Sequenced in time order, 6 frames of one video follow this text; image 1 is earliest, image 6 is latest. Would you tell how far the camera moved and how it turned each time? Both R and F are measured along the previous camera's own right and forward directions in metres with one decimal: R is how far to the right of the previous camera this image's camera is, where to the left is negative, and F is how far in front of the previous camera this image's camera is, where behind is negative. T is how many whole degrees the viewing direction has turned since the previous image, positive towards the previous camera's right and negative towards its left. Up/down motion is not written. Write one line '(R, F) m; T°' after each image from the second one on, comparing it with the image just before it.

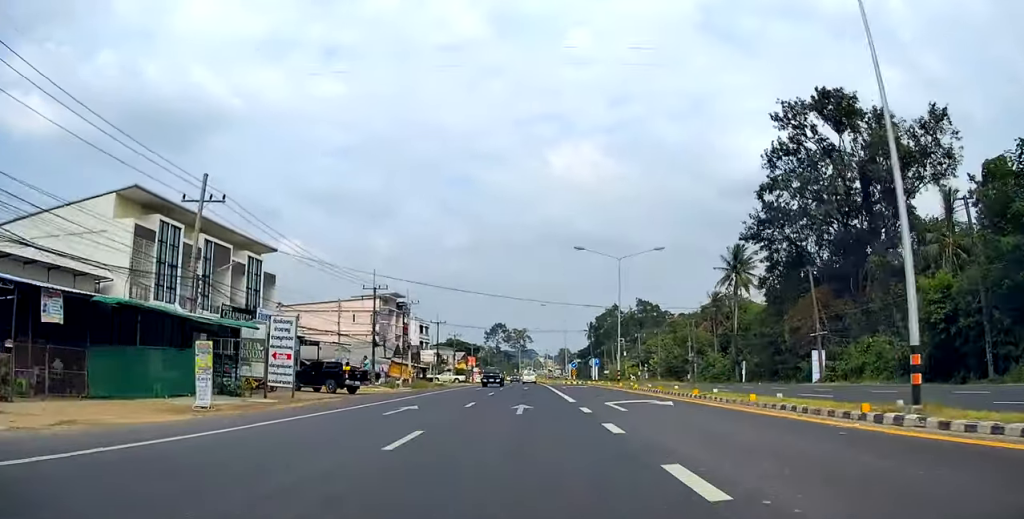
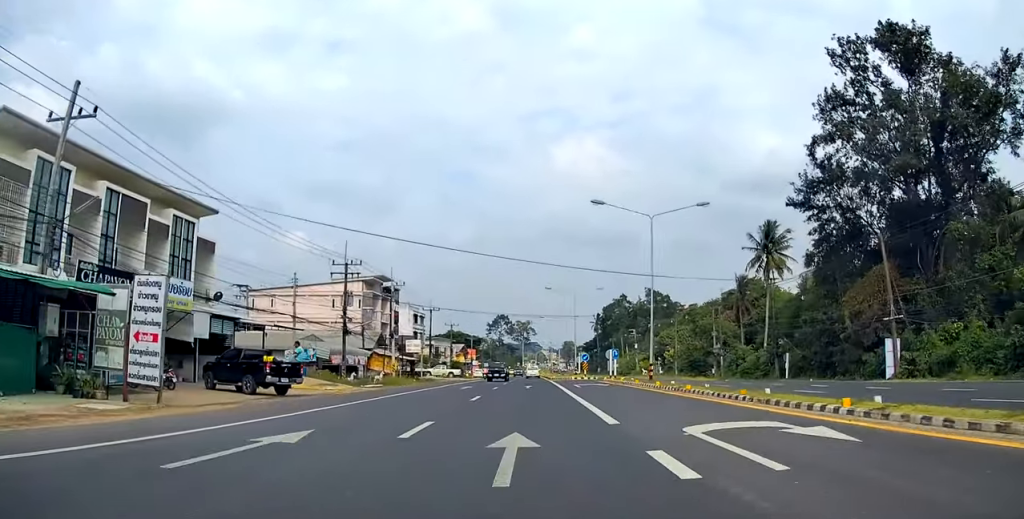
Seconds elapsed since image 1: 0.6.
(-0.1, +11.3) m; +1°
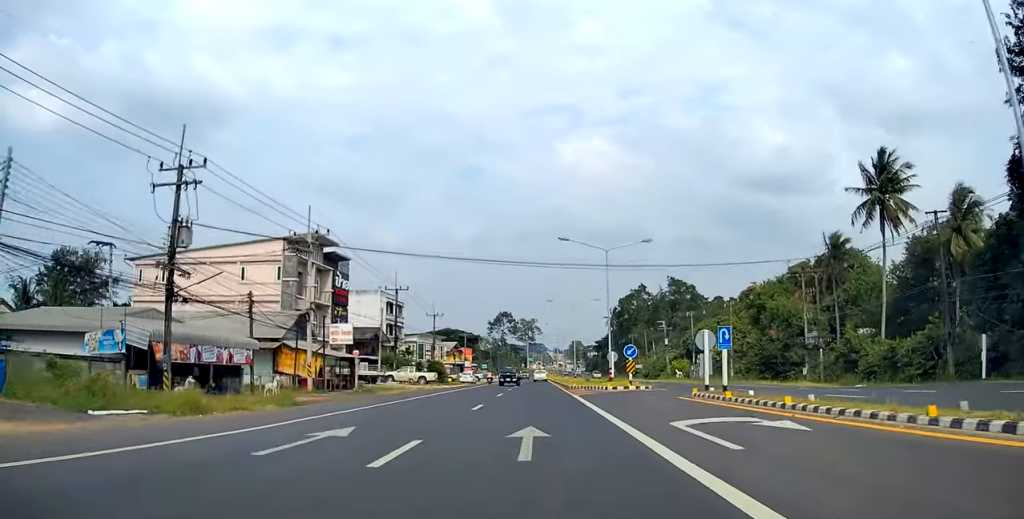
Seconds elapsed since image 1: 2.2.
(+0.2, +26.8) m; 0°
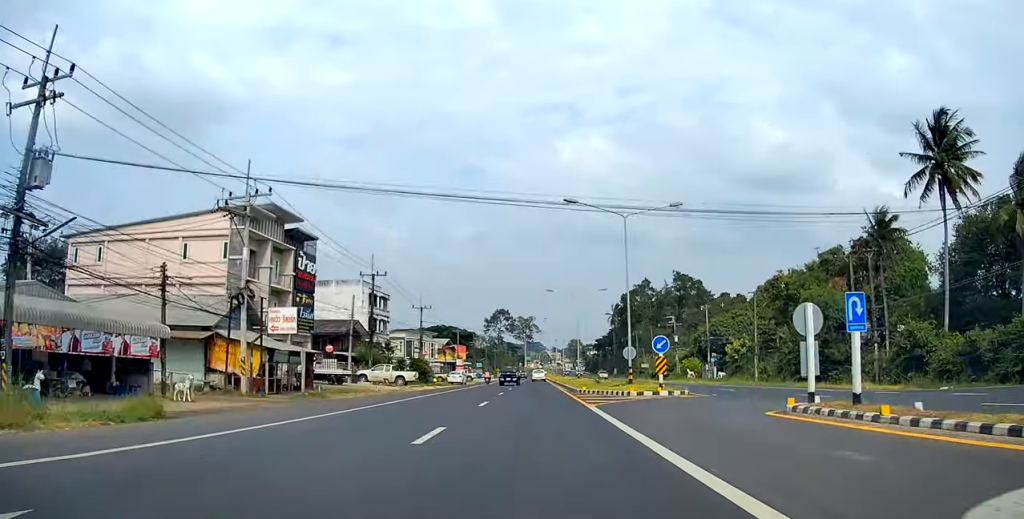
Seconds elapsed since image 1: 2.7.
(-0.1, +9.3) m; 0°
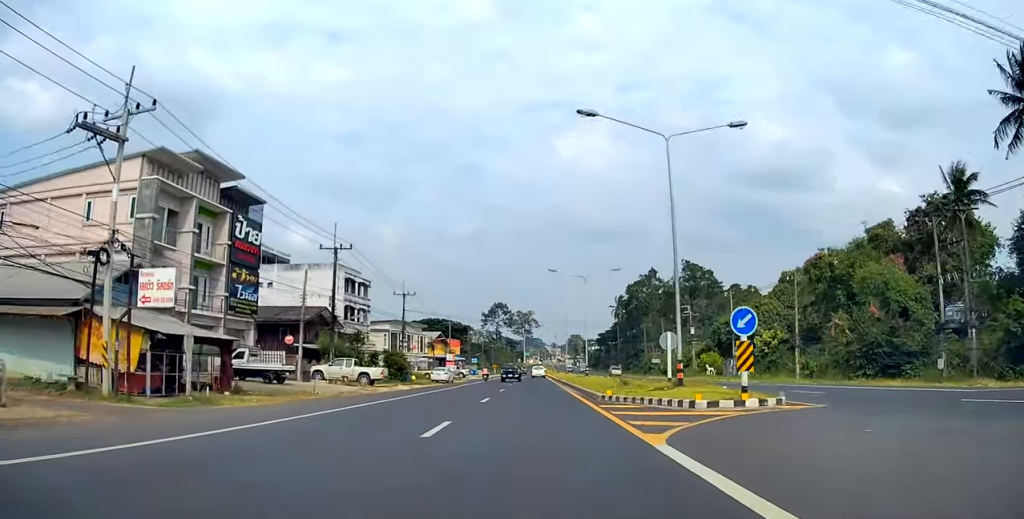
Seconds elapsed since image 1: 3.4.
(0.0, +11.1) m; 0°
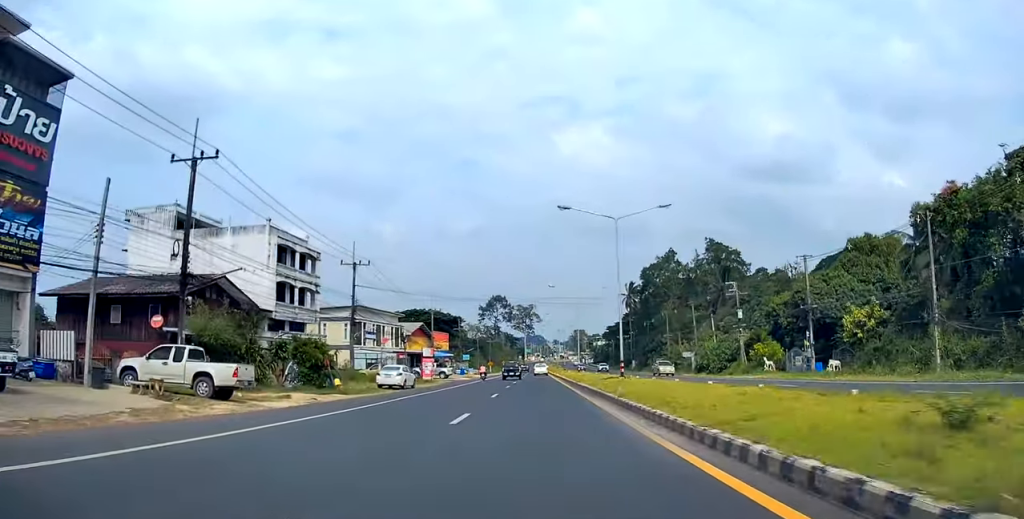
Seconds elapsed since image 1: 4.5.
(0.0, +20.9) m; +1°
